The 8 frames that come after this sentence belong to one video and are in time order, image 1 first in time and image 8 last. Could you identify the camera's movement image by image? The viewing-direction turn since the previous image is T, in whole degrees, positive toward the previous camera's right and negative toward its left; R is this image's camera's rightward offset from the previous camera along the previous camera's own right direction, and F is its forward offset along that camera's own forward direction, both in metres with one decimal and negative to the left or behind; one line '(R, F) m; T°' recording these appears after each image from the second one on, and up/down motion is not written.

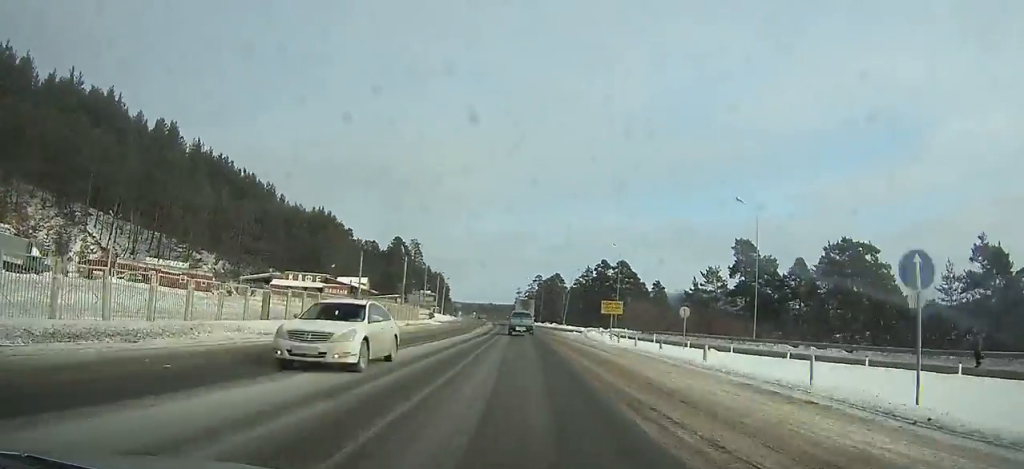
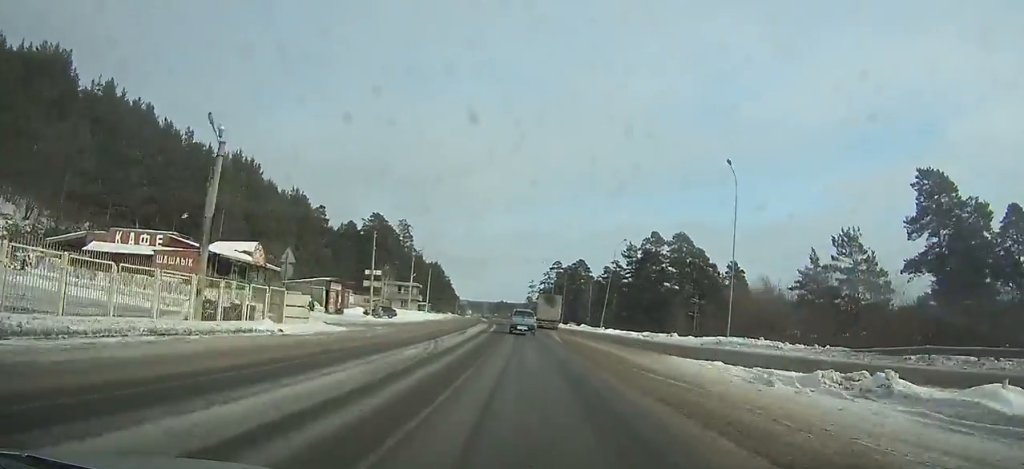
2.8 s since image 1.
(-0.5, +44.7) m; -1°
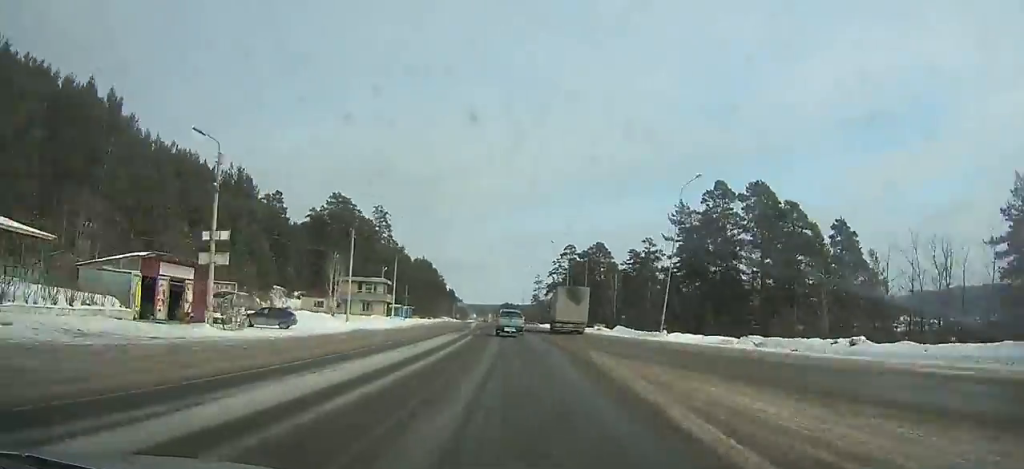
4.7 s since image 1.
(-0.4, +32.0) m; -1°
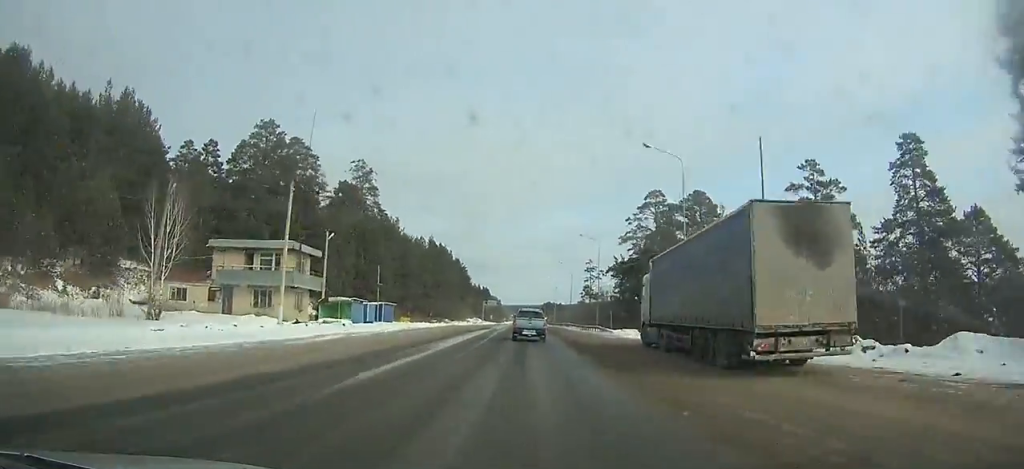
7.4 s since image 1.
(-0.9, +46.7) m; -2°
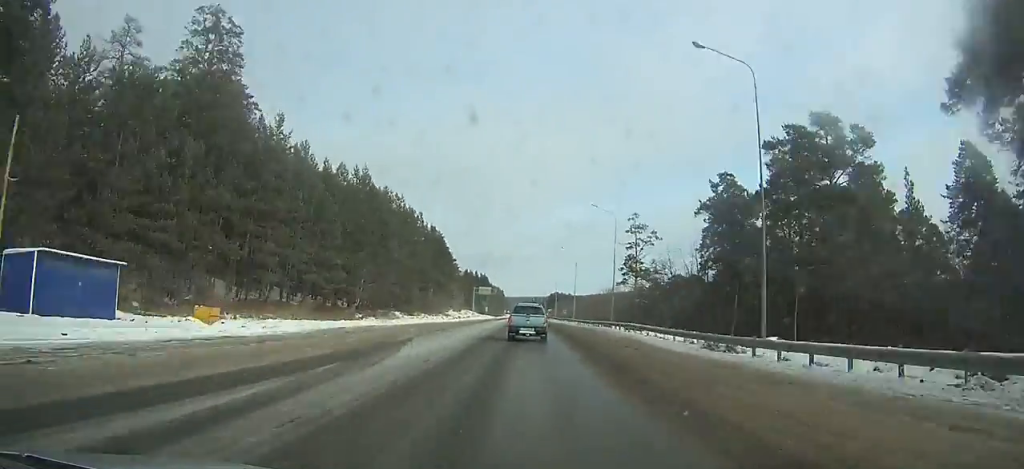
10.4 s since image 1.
(-0.9, +53.0) m; -1°
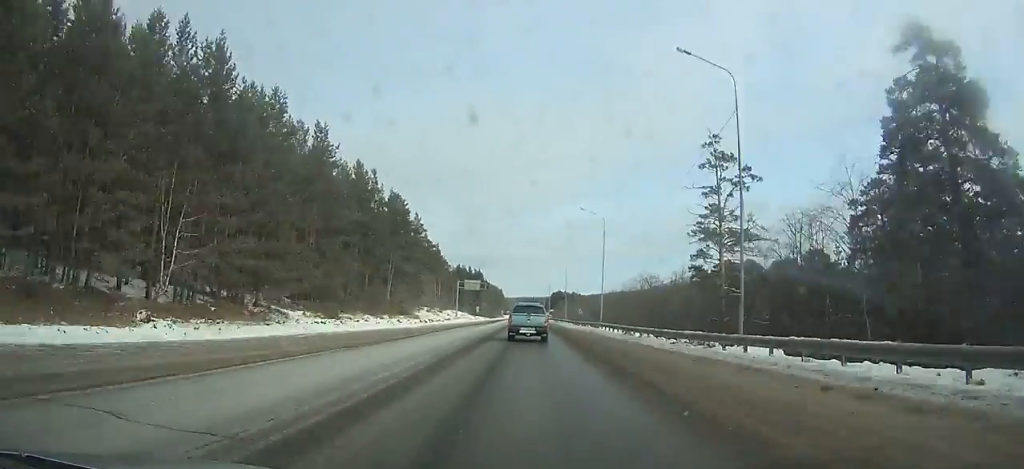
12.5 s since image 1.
(-0.2, +37.3) m; 0°
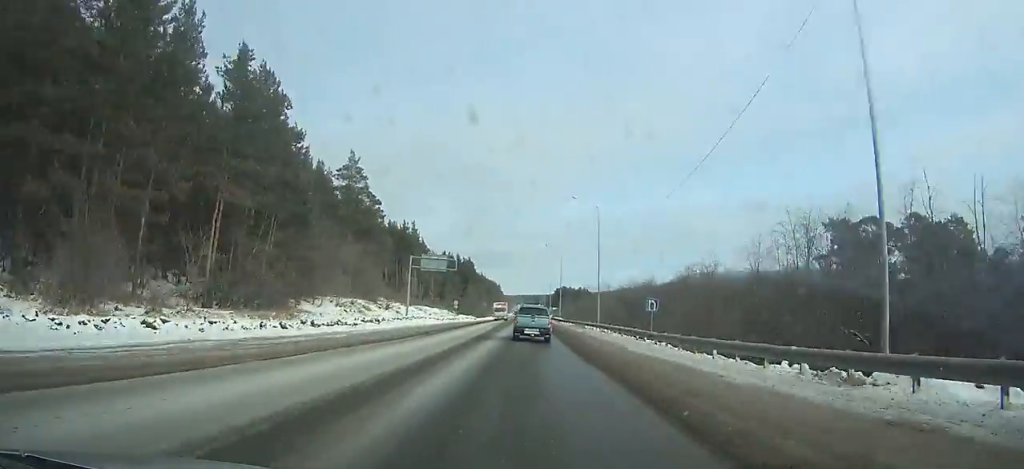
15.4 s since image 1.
(0.0, +51.6) m; 0°
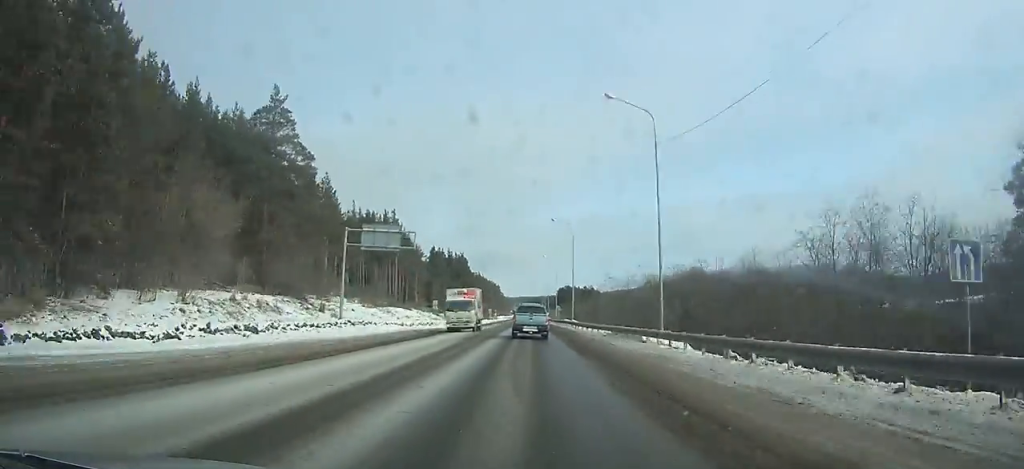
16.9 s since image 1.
(-0.1, +27.0) m; 0°
